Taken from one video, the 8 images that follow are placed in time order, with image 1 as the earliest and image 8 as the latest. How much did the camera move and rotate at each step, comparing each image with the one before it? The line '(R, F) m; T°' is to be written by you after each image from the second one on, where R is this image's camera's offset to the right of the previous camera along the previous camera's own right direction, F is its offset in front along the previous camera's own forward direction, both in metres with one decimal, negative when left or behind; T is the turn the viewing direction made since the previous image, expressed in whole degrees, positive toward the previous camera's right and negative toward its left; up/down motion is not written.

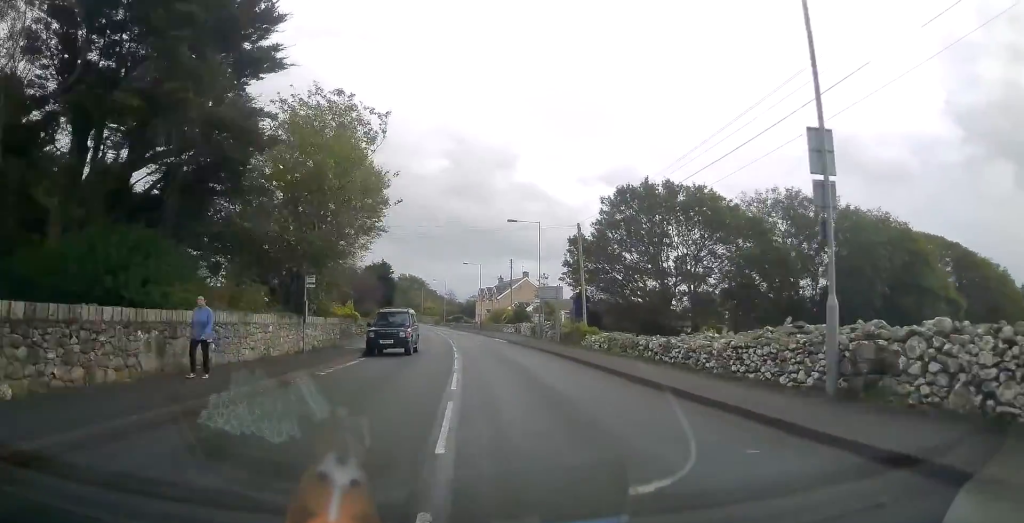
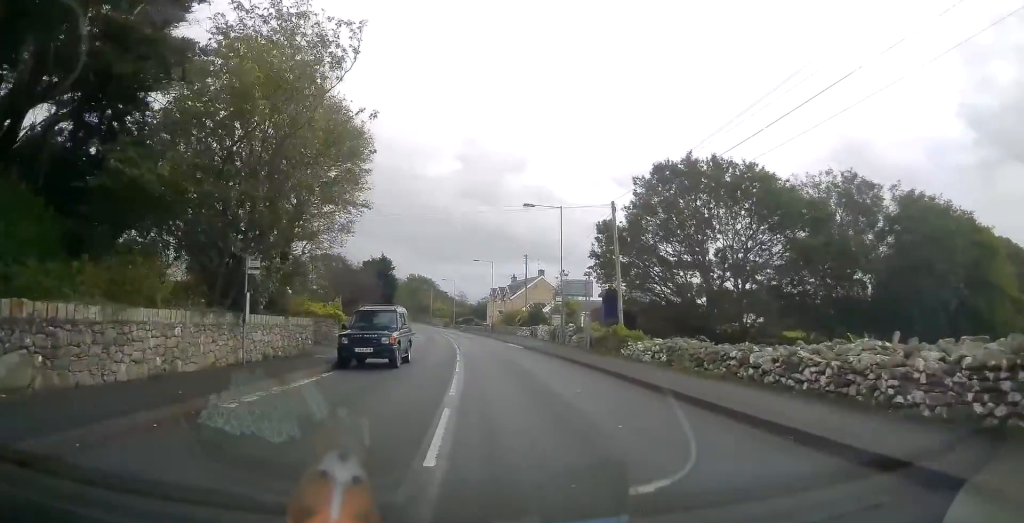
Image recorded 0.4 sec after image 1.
(-0.1, +6.5) m; -1°
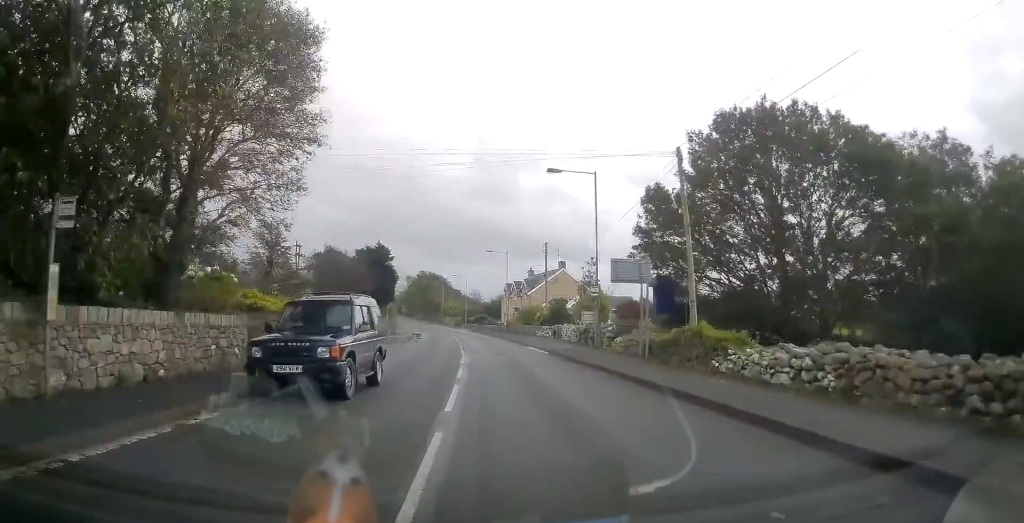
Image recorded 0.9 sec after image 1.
(-0.1, +8.2) m; -1°
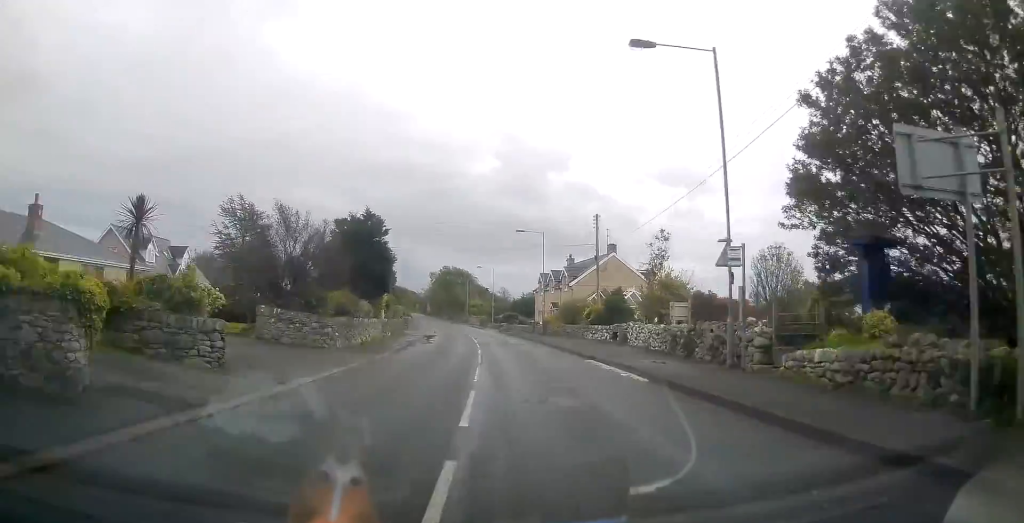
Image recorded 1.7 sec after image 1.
(-0.2, +13.5) m; -2°
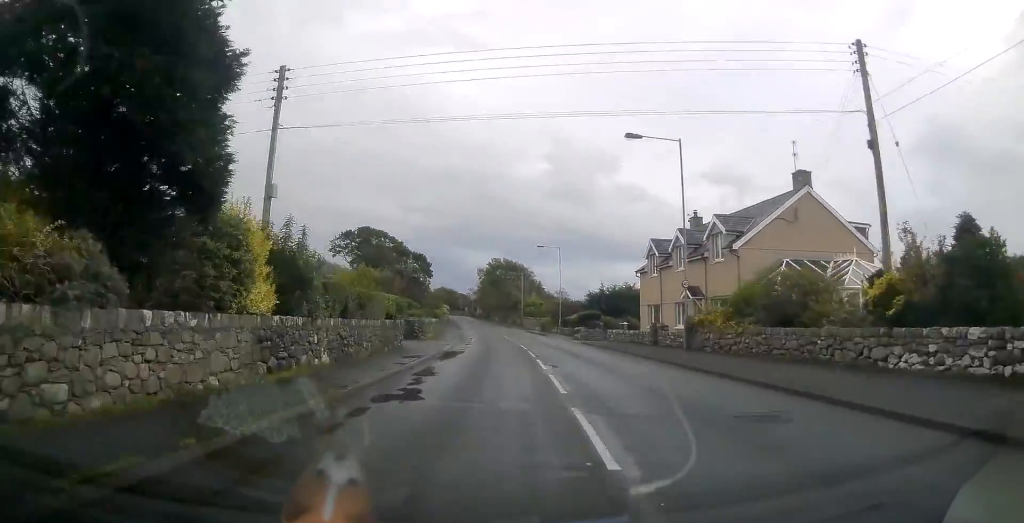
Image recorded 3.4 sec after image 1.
(-1.1, +26.1) m; -5°
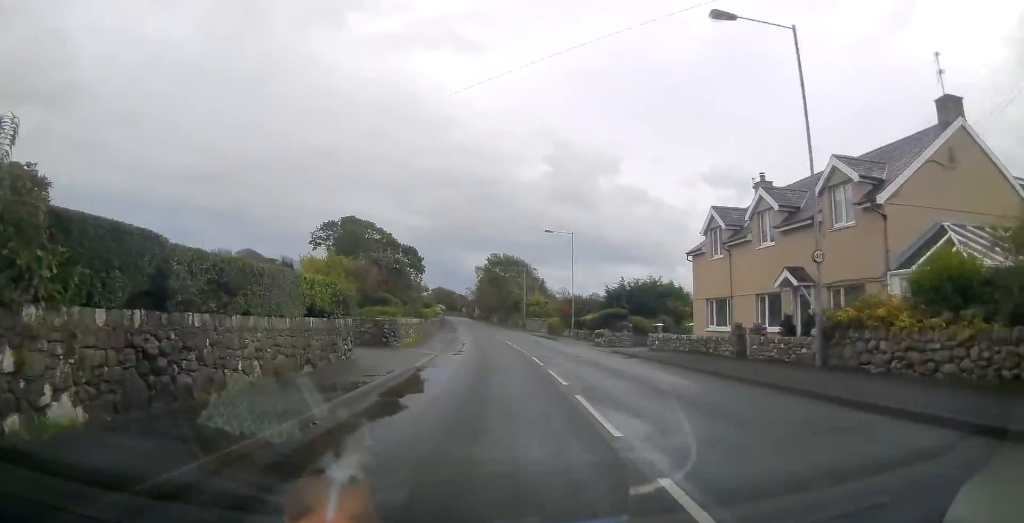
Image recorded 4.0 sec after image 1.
(-0.1, +10.1) m; -2°
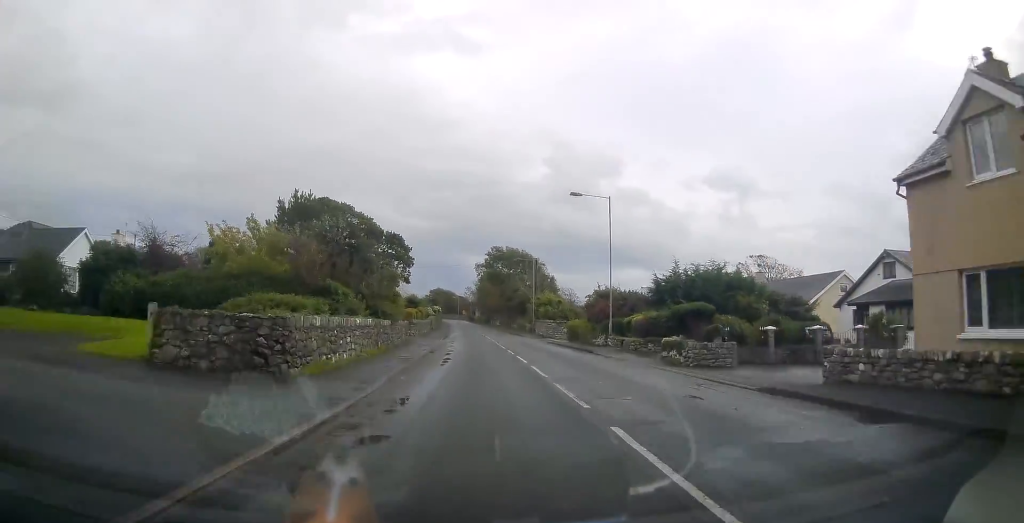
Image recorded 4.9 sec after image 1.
(-0.3, +15.0) m; -1°
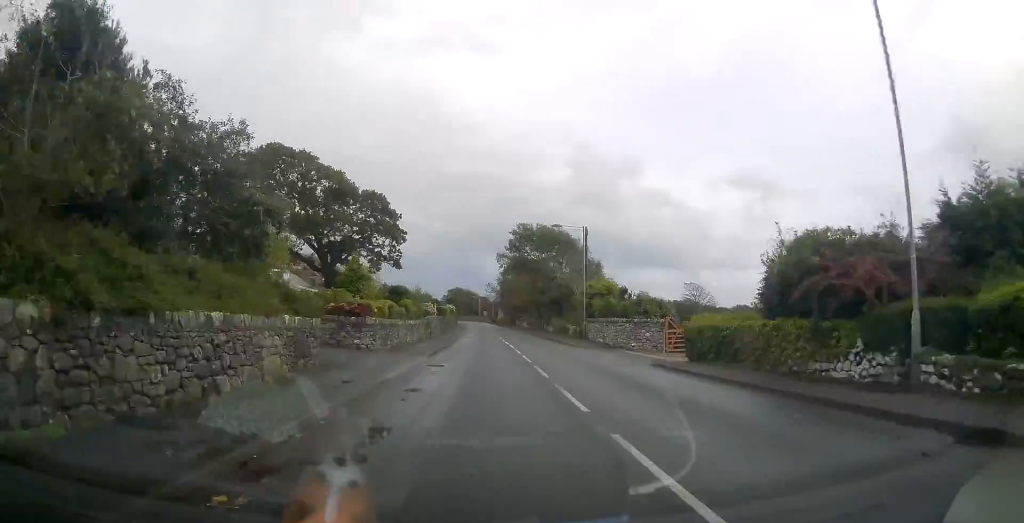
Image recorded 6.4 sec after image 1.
(-0.1, +24.0) m; -1°
